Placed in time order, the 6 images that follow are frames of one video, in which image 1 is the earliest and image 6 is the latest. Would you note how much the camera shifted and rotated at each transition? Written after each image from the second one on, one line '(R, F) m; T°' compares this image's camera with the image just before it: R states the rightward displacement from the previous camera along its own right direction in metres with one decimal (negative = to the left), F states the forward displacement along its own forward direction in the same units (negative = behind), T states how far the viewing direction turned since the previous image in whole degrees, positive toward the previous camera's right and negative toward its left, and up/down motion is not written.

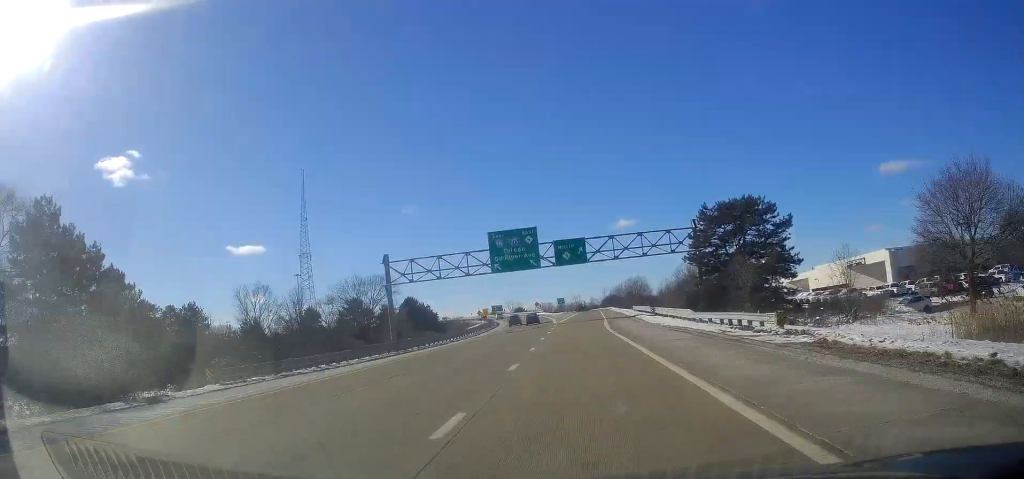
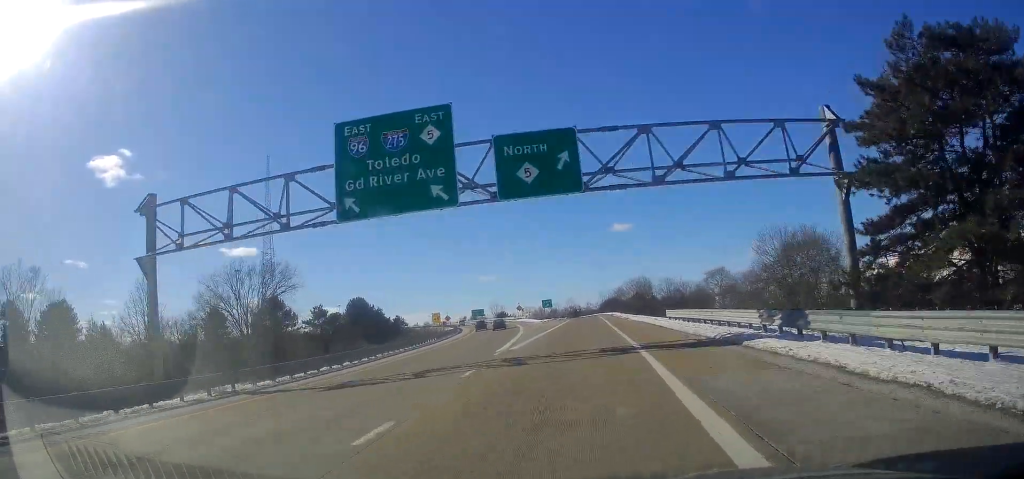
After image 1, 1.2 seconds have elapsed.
(-0.2, +42.8) m; 0°
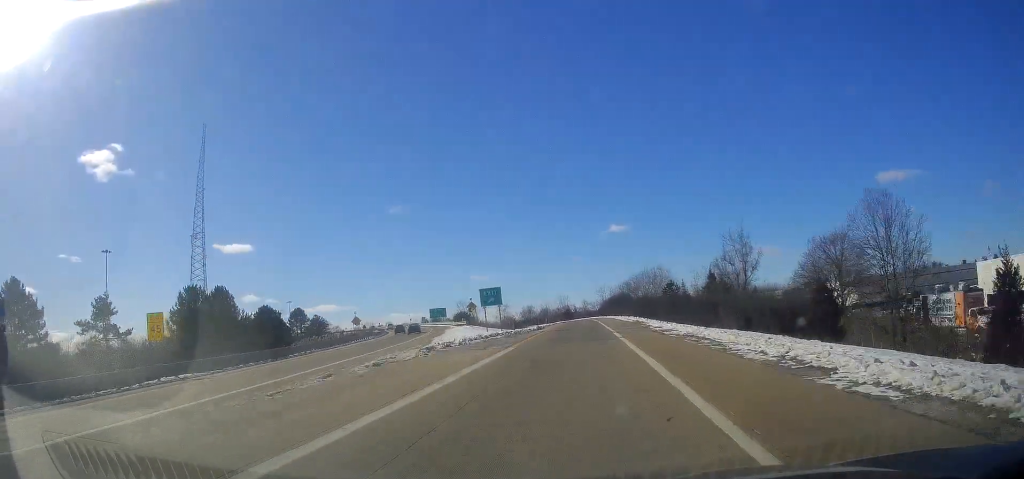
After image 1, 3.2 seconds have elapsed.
(+0.4, +64.0) m; 0°
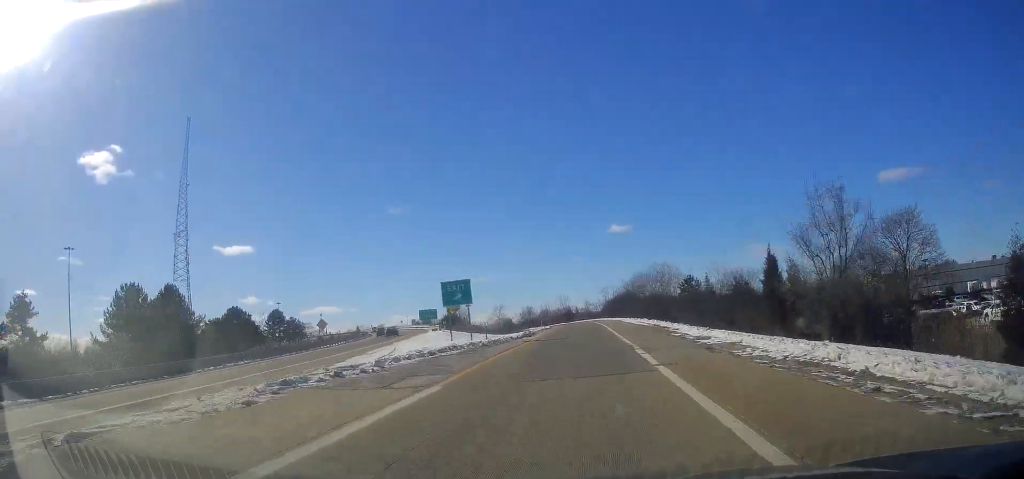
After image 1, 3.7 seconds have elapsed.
(+0.1, +13.8) m; 0°
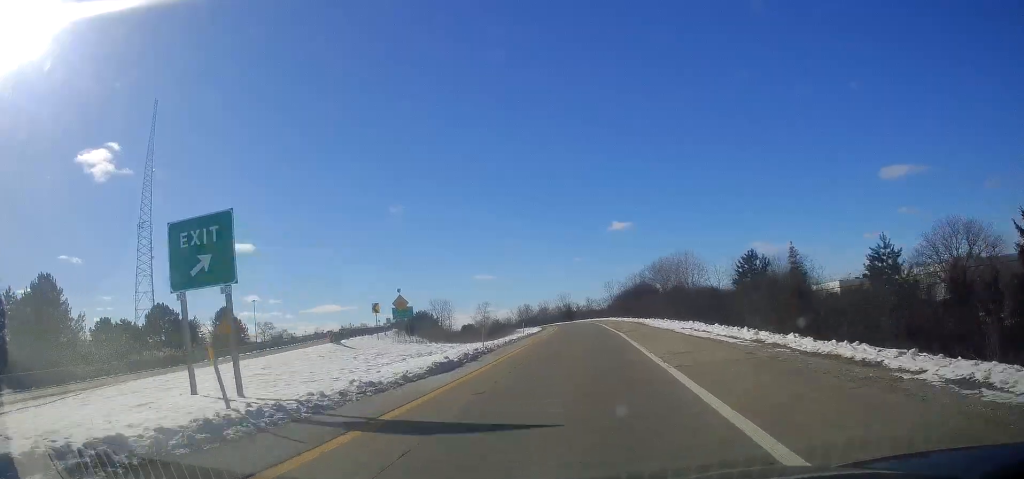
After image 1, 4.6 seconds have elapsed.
(+0.1, +25.0) m; -1°
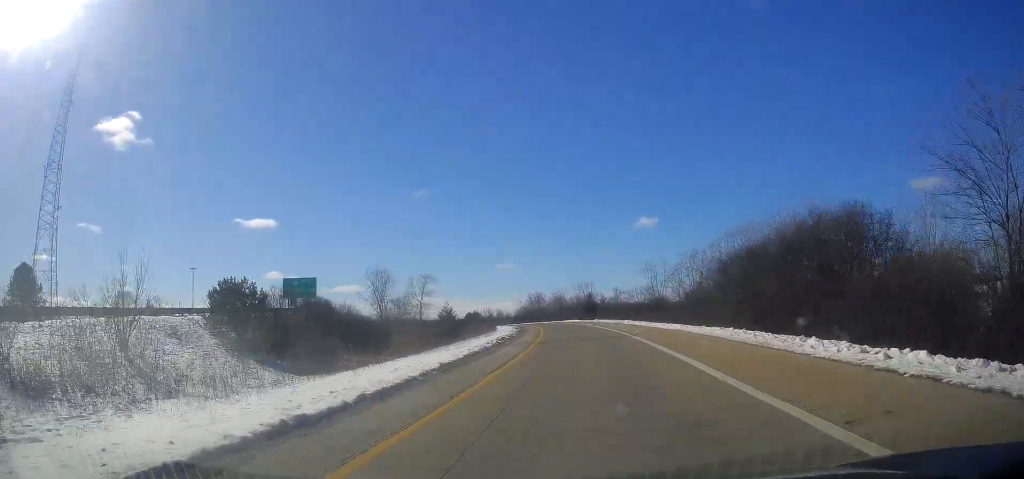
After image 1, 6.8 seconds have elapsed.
(-1.5, +61.3) m; -3°
